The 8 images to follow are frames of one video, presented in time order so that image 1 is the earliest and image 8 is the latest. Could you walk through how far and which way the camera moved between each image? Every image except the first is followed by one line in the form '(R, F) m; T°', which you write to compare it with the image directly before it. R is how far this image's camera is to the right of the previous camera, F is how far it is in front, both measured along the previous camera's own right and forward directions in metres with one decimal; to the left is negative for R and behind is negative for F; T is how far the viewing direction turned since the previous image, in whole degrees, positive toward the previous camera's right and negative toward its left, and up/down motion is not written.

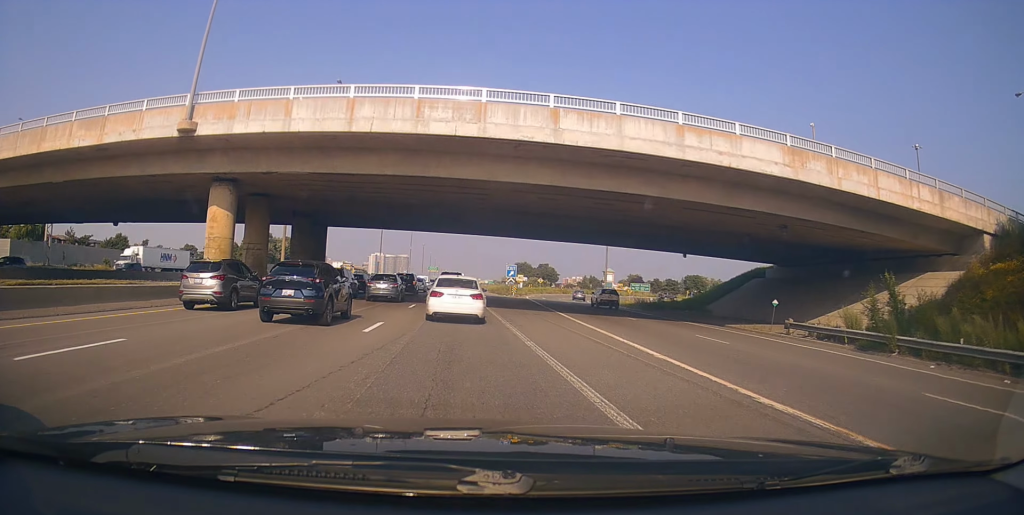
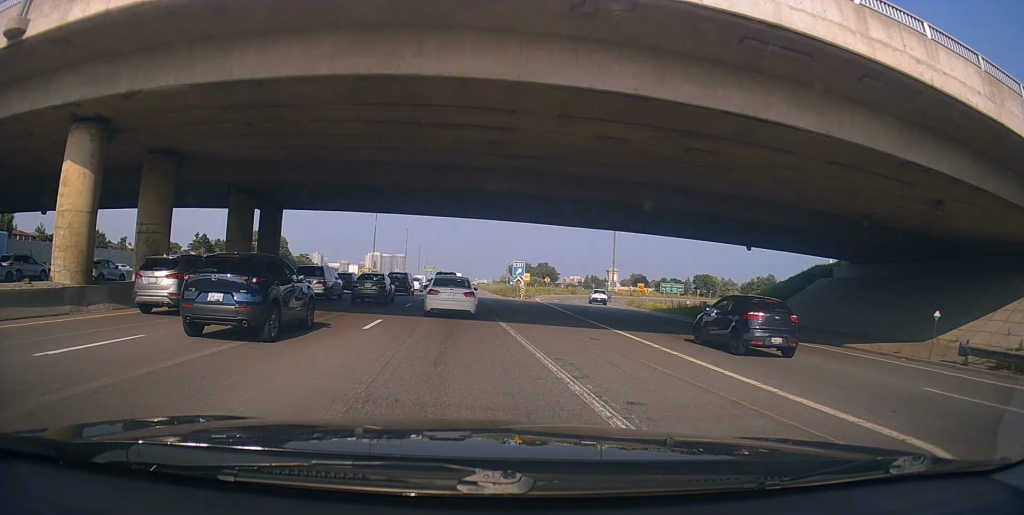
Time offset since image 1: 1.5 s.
(+0.3, +10.5) m; +3°
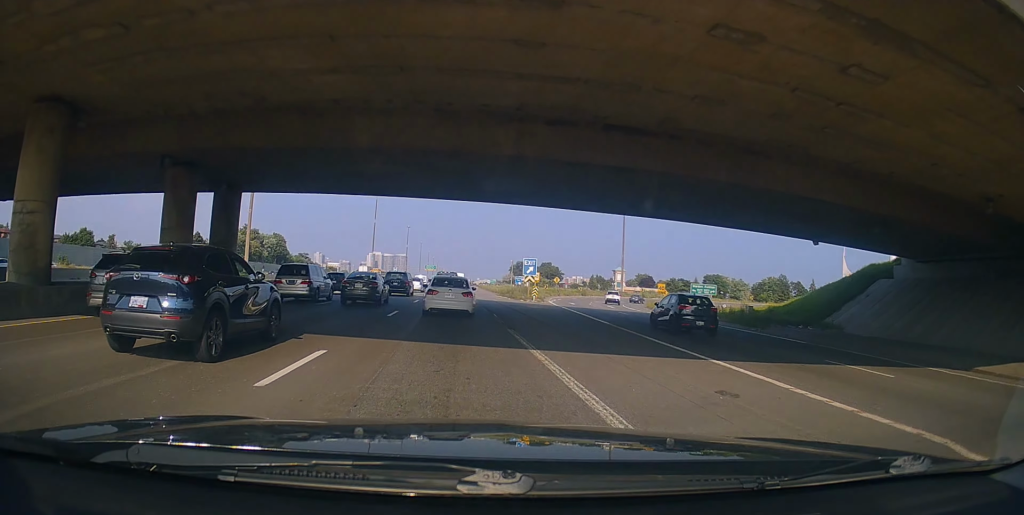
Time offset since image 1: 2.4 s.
(0.0, +6.8) m; -1°
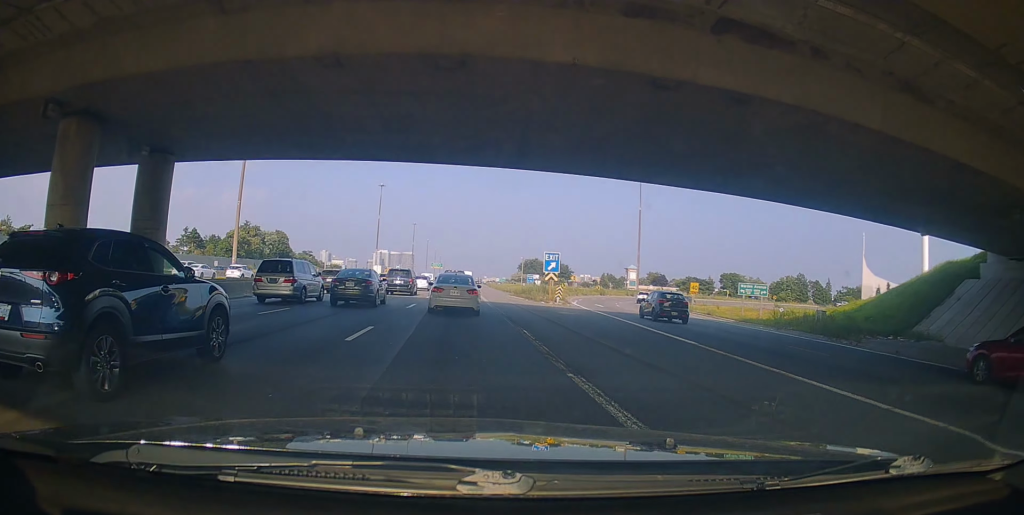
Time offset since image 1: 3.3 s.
(-0.1, +7.7) m; -2°
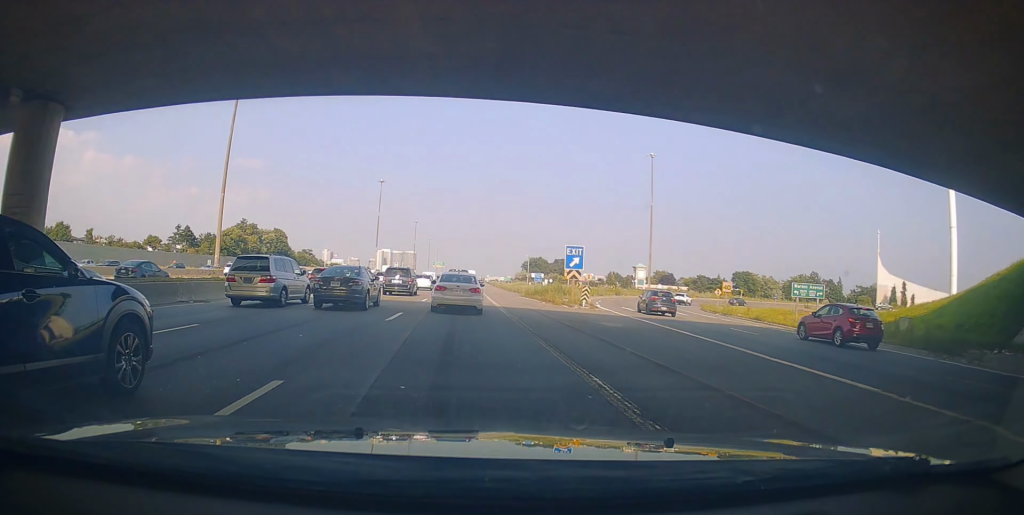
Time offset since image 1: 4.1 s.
(-0.2, +7.4) m; -1°
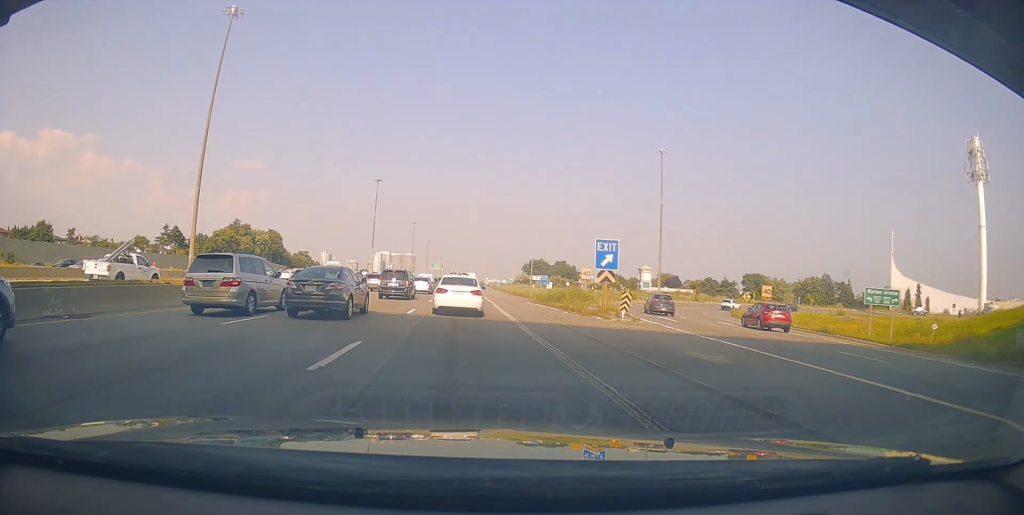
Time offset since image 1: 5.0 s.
(-0.1, +8.1) m; +3°
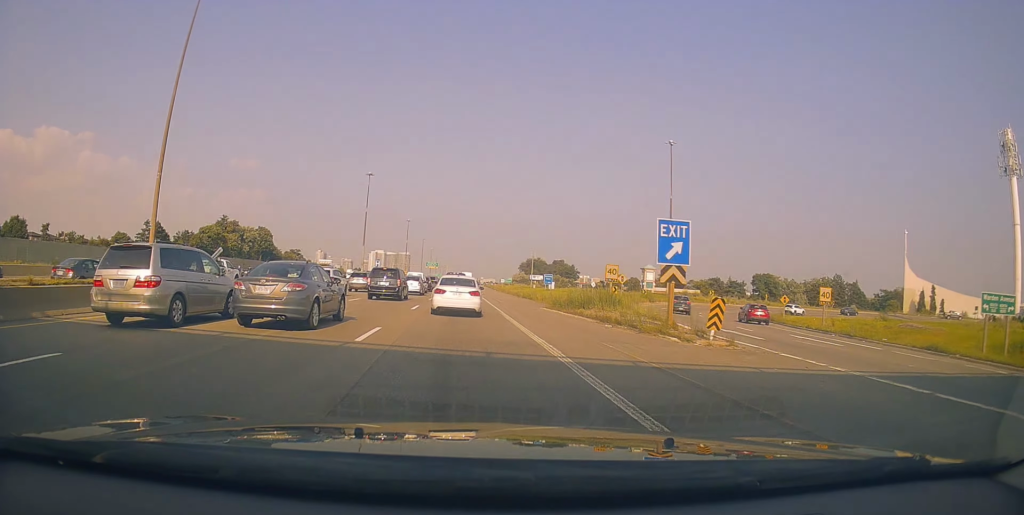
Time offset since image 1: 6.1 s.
(+0.6, +9.1) m; +3°
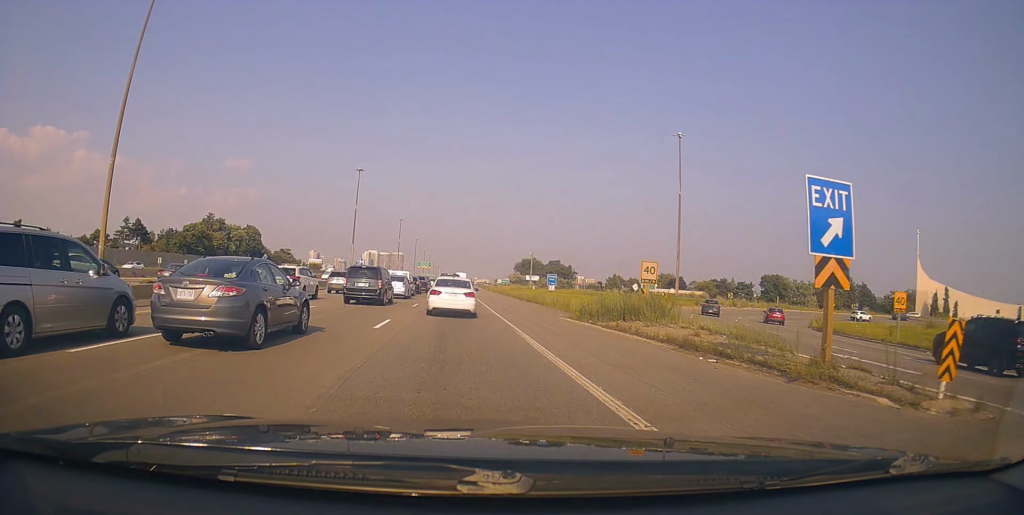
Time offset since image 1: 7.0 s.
(-0.1, +8.6) m; -1°
